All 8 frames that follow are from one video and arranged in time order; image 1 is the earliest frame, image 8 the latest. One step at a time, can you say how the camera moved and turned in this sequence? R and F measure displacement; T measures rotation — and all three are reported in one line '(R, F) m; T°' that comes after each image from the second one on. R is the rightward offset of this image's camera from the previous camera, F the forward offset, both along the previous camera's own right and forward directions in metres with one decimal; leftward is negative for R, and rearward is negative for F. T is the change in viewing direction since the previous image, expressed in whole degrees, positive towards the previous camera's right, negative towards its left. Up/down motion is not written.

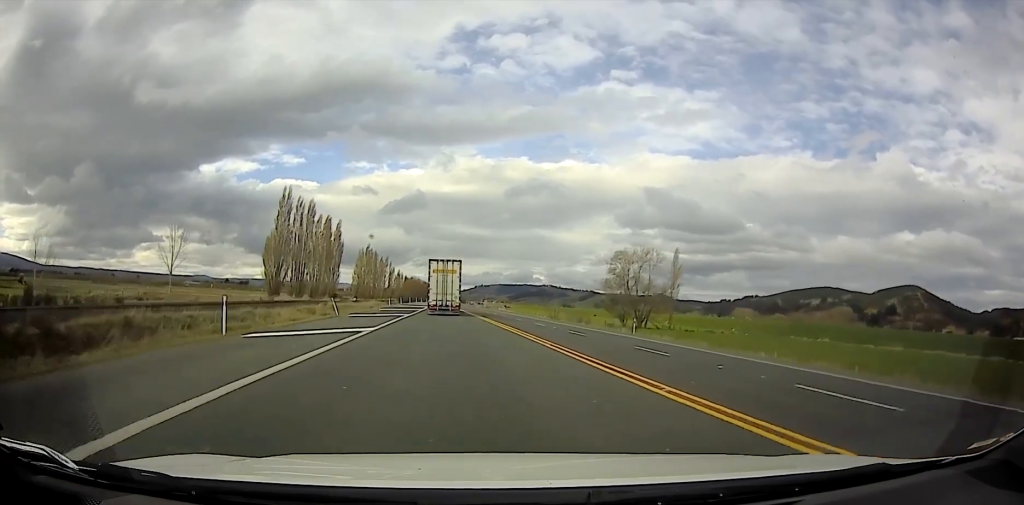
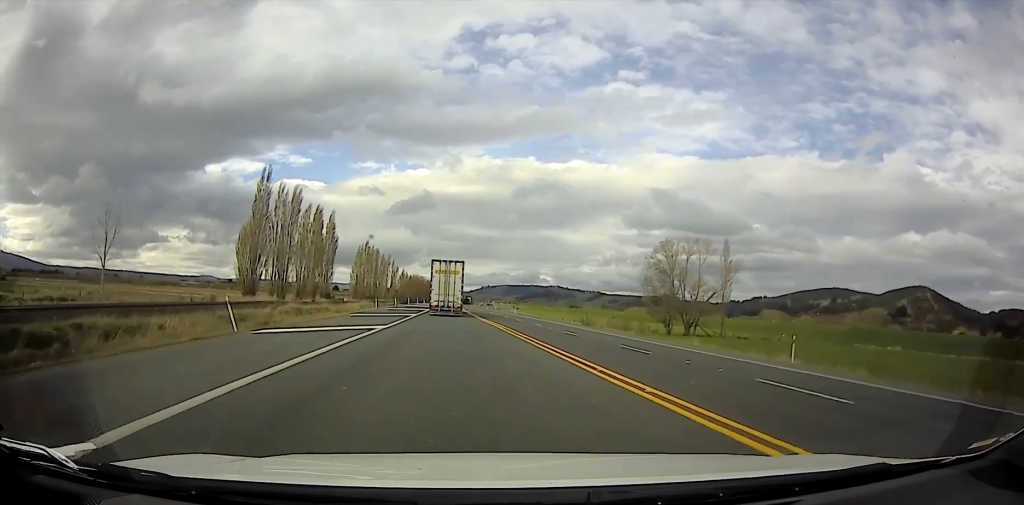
(0.0, +18.7) m; 0°
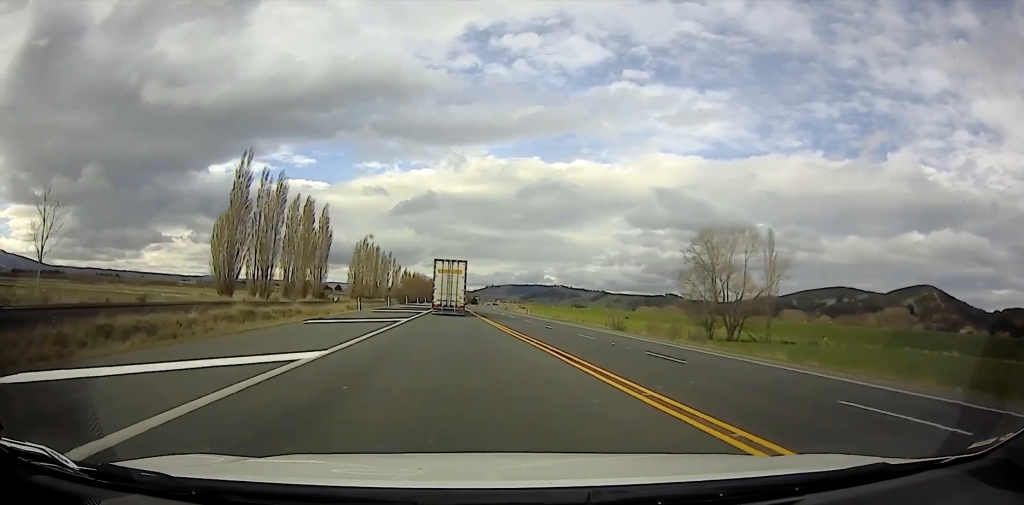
(0.0, +13.7) m; 0°
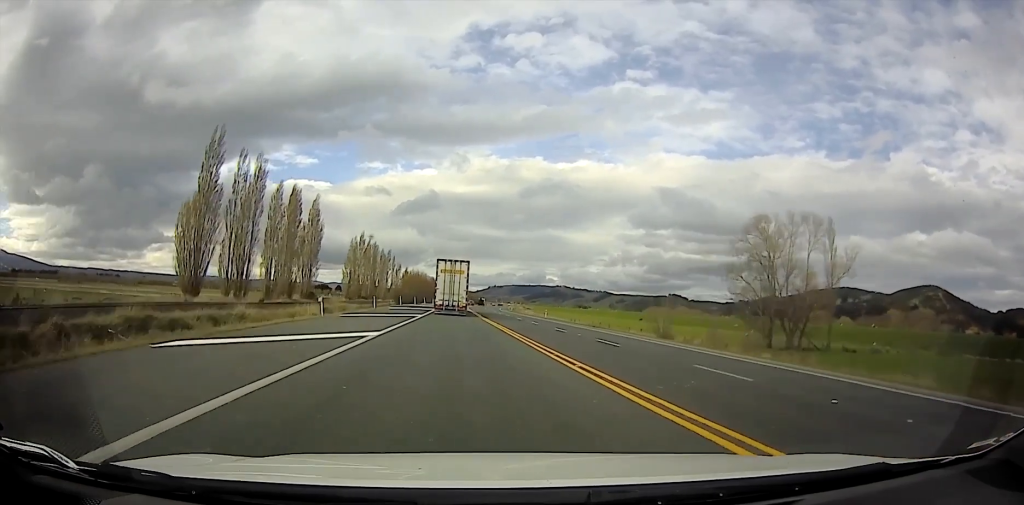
(0.0, +16.8) m; -1°
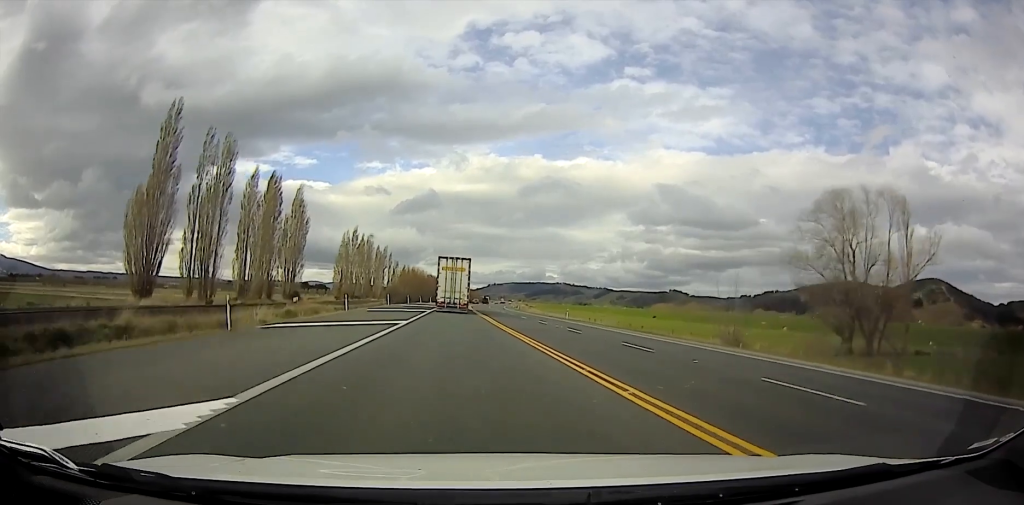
(0.0, +16.6) m; -1°
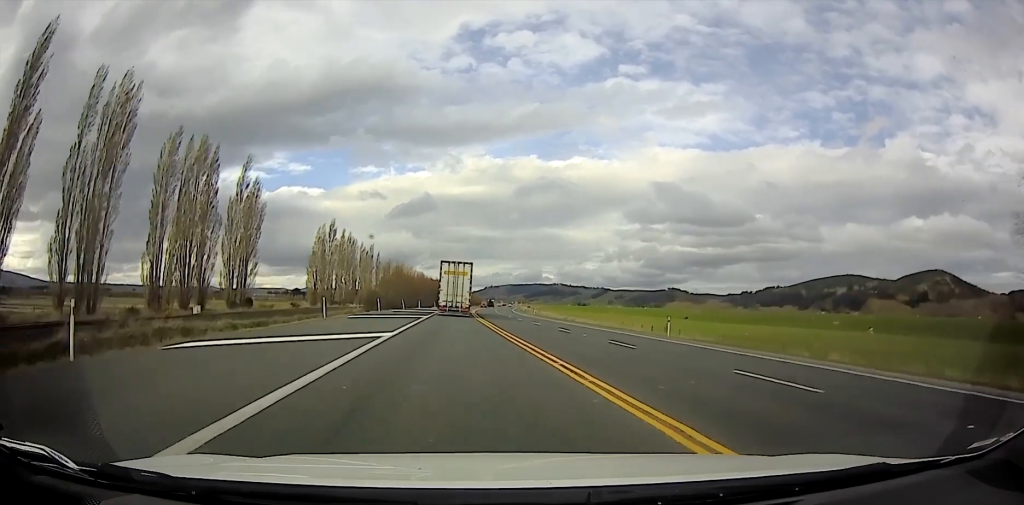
(-0.7, +33.9) m; 0°
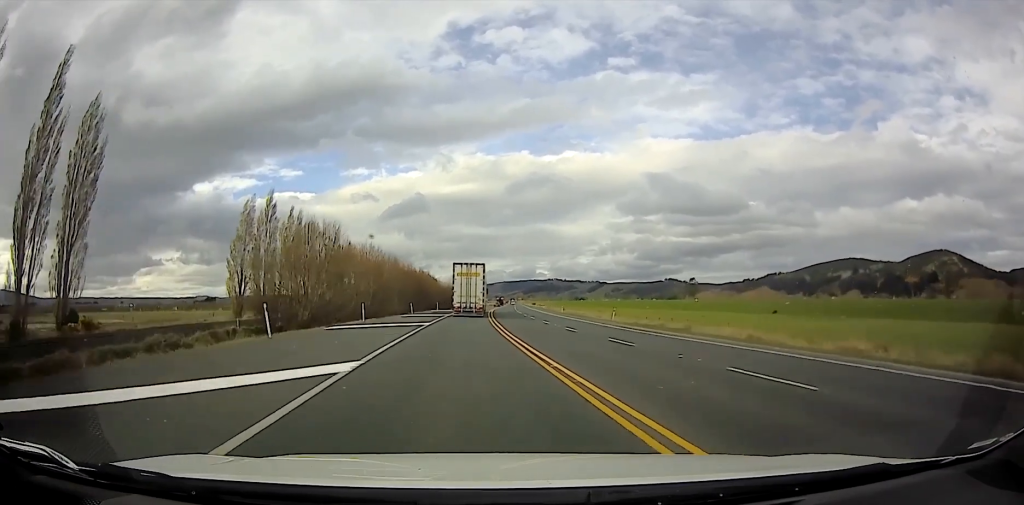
(+1.6, +49.3) m; +3°
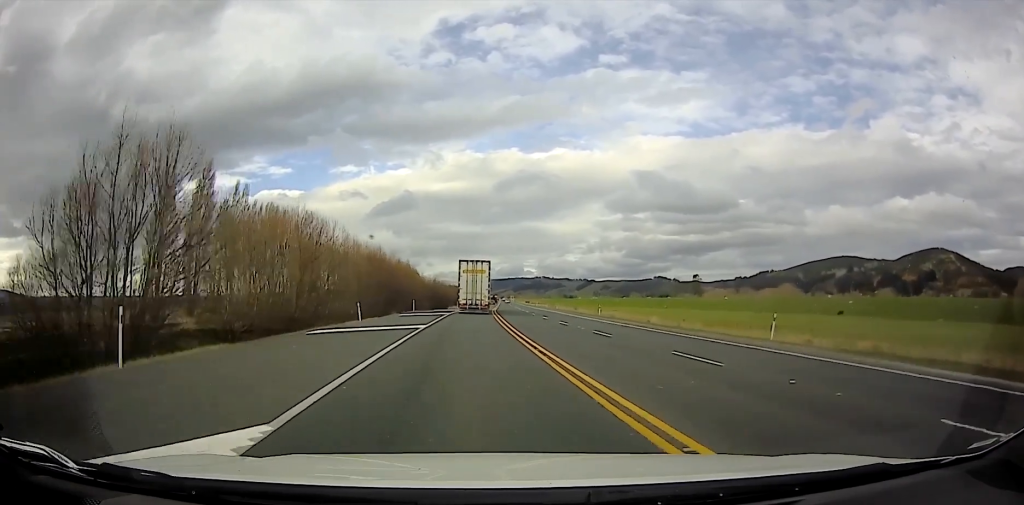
(+0.4, +21.5) m; 0°
